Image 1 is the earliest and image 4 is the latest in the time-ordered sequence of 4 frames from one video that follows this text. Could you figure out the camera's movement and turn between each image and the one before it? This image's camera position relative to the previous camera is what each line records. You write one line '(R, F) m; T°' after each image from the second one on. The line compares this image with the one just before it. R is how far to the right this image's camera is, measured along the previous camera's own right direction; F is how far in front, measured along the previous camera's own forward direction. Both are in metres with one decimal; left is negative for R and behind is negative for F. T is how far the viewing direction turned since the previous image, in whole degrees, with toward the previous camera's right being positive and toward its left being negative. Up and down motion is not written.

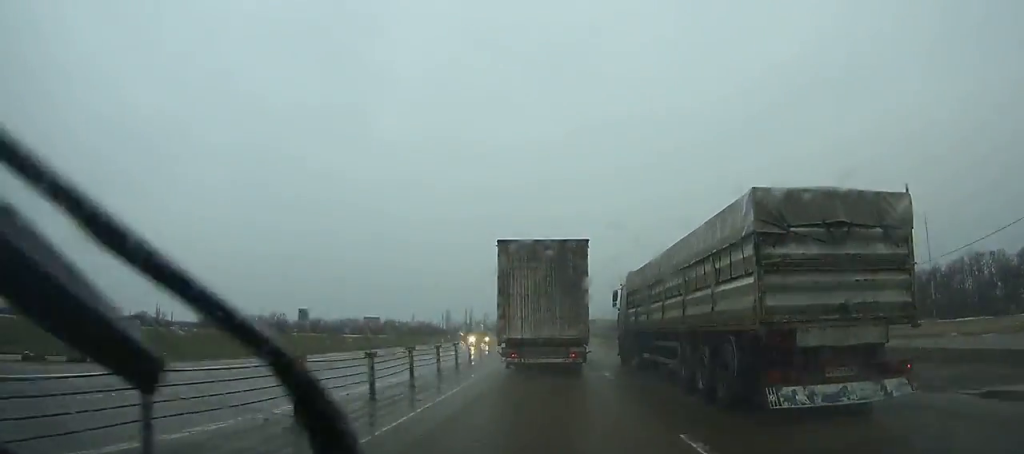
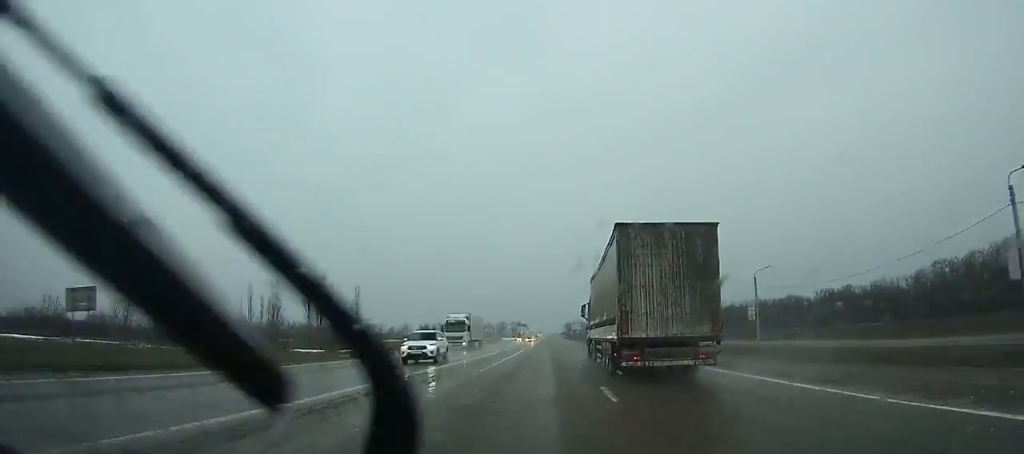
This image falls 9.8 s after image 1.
(+1.5, +200.9) m; +1°
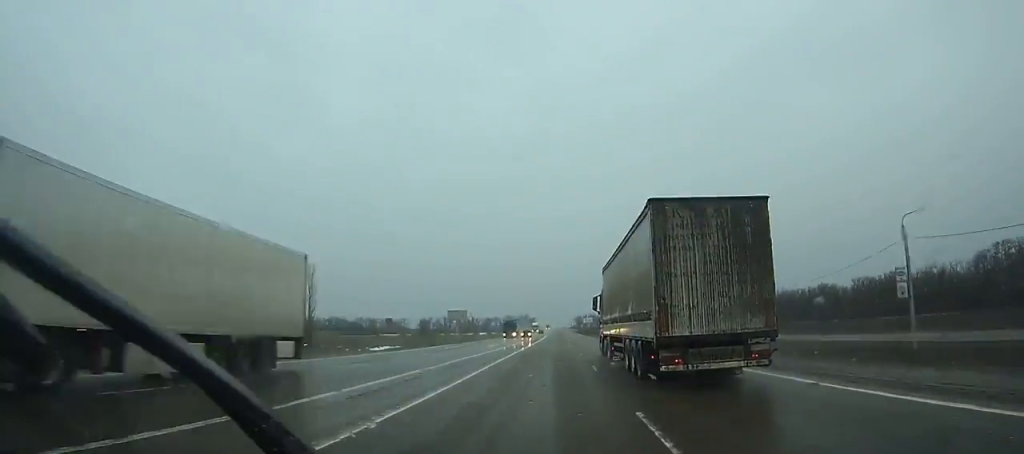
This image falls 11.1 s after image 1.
(0.0, +28.9) m; 0°
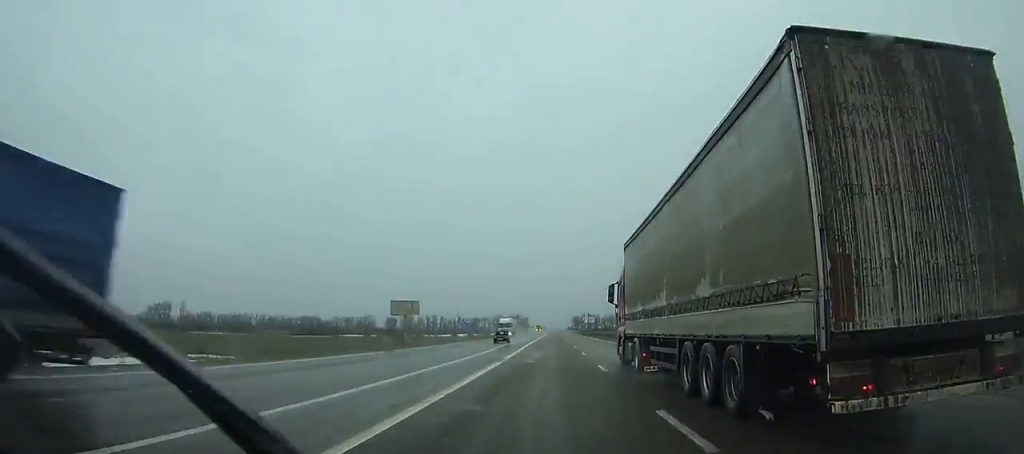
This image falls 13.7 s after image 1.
(-0.2, +60.6) m; 0°
